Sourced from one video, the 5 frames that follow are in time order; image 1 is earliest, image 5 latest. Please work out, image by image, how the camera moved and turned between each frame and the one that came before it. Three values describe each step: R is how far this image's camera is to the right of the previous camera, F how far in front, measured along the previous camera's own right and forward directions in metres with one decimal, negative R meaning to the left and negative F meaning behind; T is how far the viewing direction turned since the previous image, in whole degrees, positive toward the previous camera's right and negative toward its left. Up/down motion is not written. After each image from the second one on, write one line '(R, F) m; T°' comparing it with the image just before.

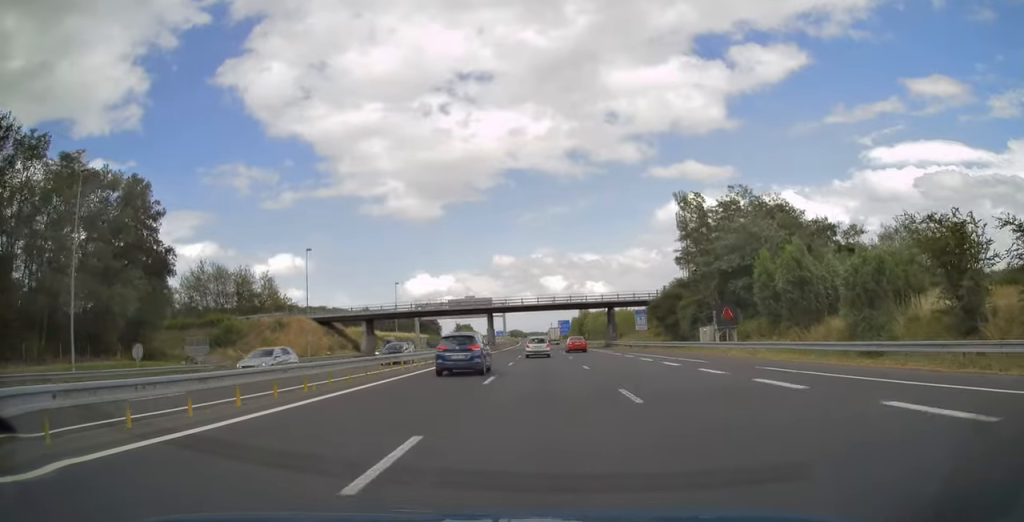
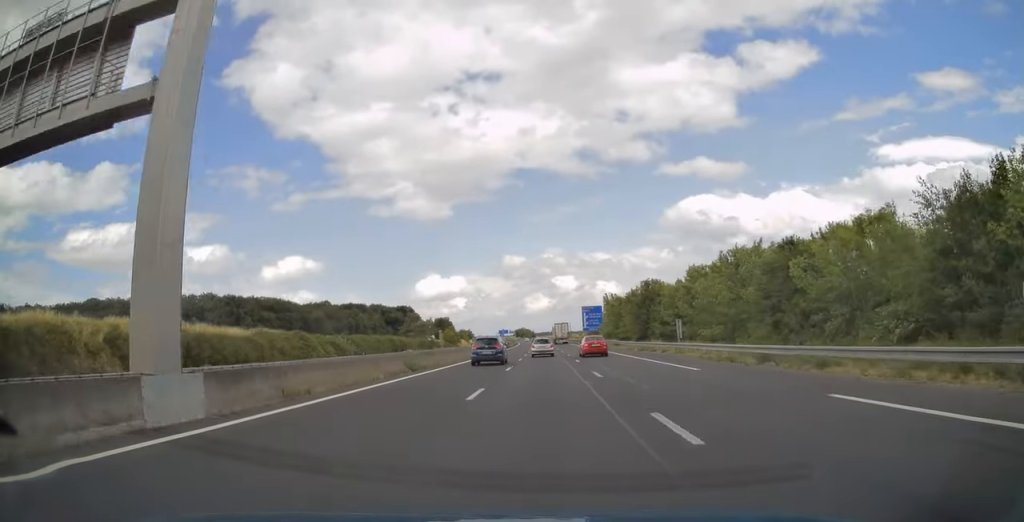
(-0.5, +109.6) m; -2°
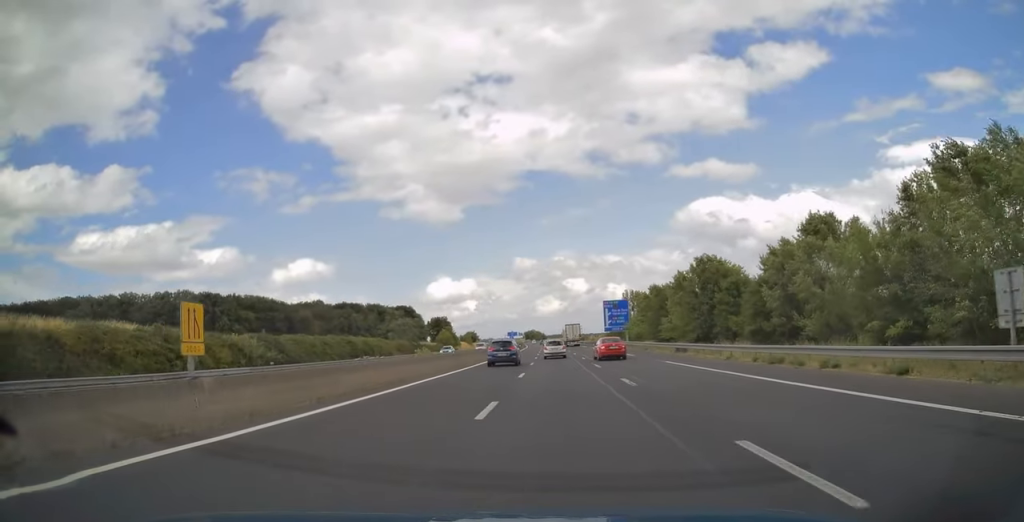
(-0.3, +29.6) m; -1°
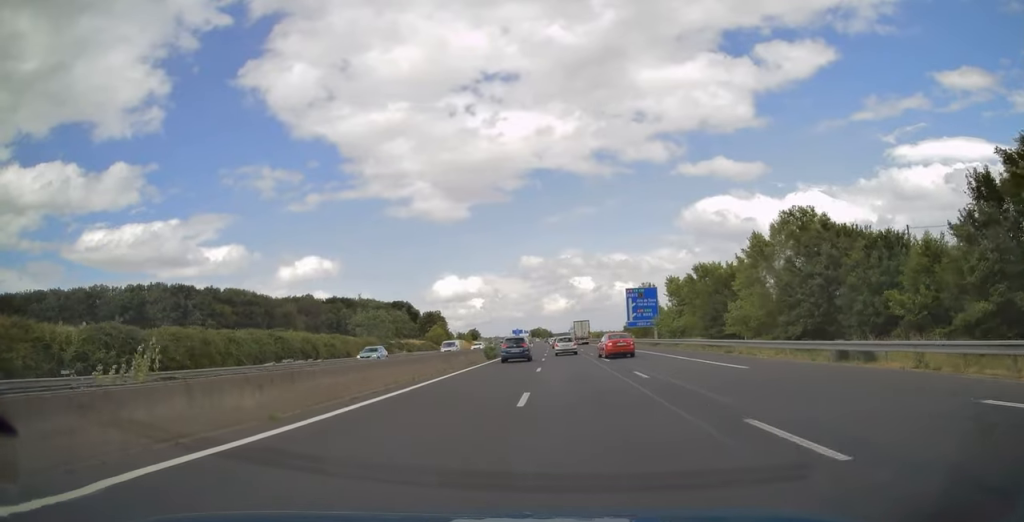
(-0.1, +24.6) m; 0°
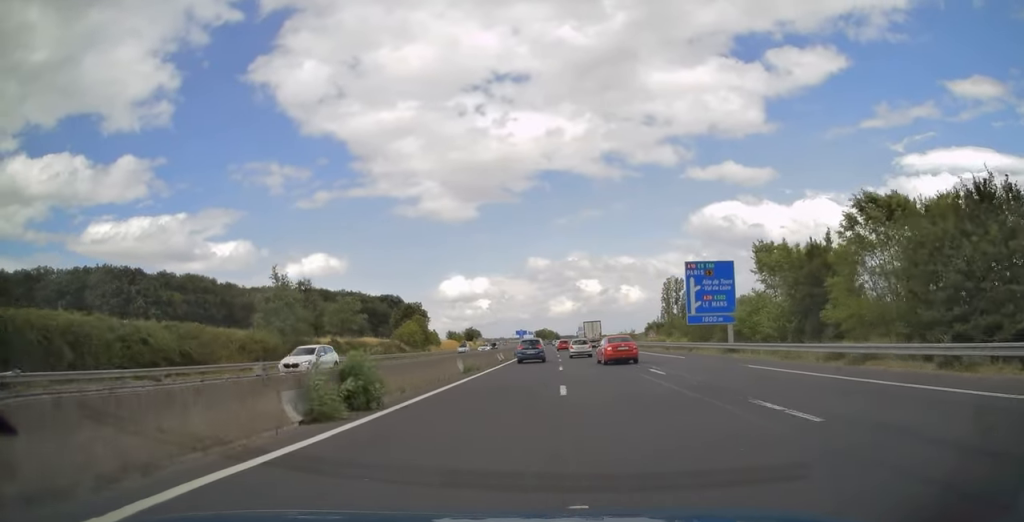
(-0.1, +36.8) m; 0°
